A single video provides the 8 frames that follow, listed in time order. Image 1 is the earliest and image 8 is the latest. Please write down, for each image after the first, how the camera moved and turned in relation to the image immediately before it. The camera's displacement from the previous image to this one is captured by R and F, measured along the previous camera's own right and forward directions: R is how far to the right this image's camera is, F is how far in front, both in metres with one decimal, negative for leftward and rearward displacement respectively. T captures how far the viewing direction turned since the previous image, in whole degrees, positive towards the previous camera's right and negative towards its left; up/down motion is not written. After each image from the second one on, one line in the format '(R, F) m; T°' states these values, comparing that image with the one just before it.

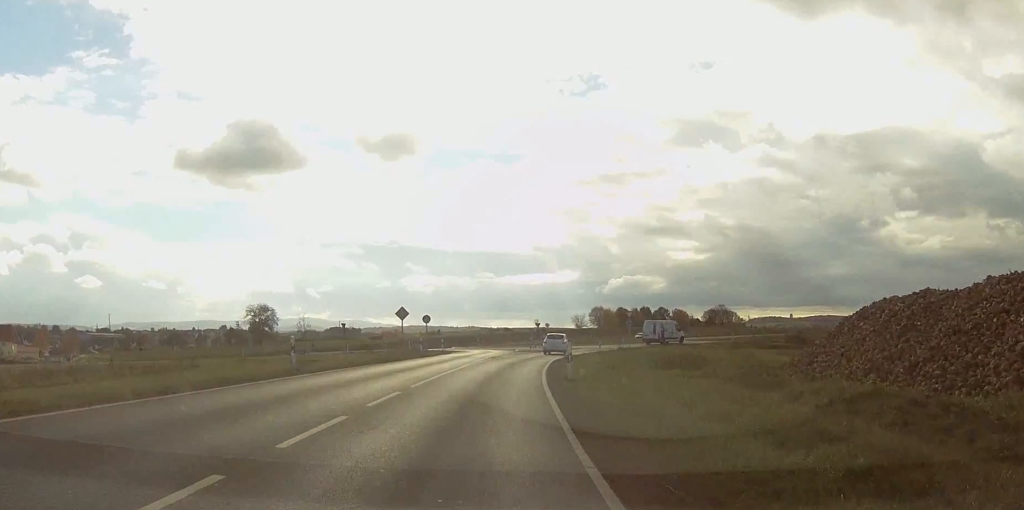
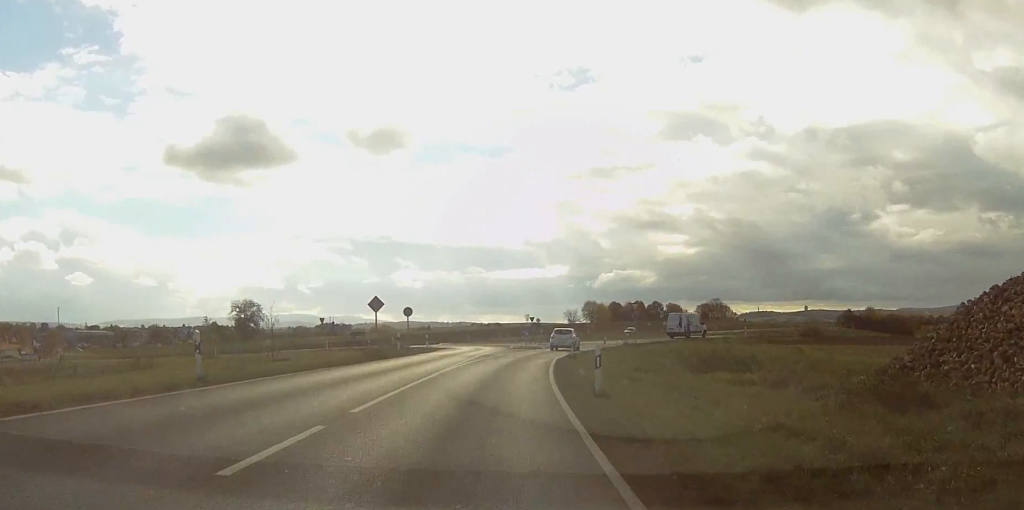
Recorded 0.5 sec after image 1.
(0.0, +8.4) m; 0°
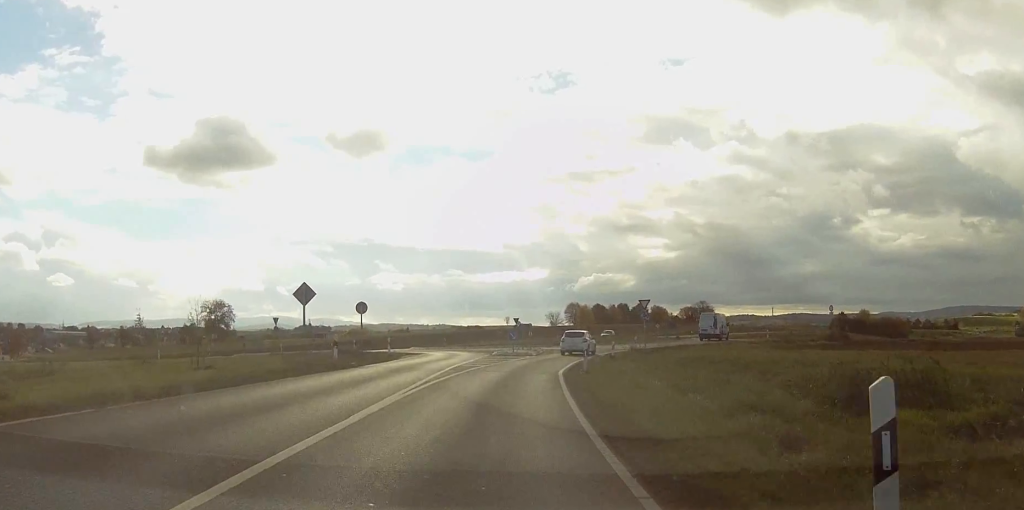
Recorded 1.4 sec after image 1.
(+0.2, +13.4) m; +2°
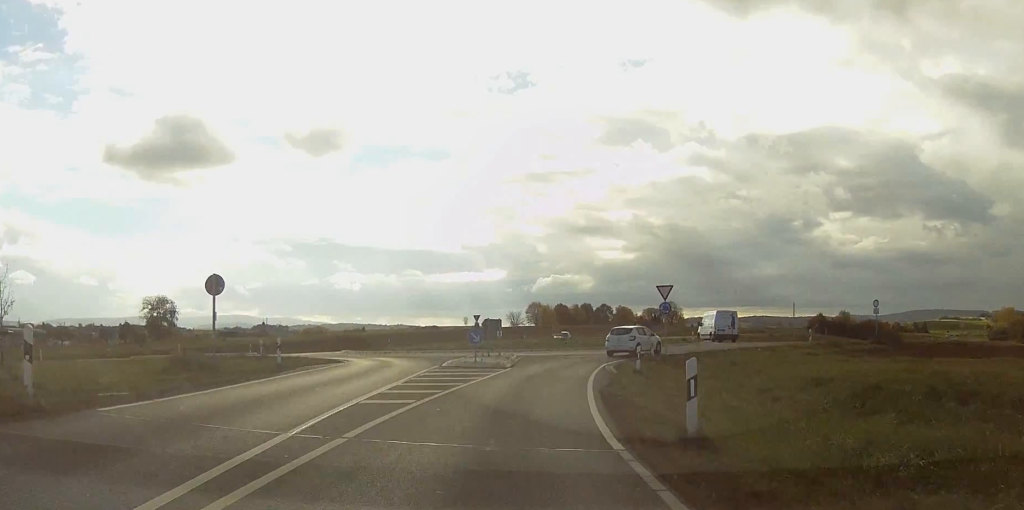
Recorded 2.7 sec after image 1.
(+0.7, +19.2) m; +2°
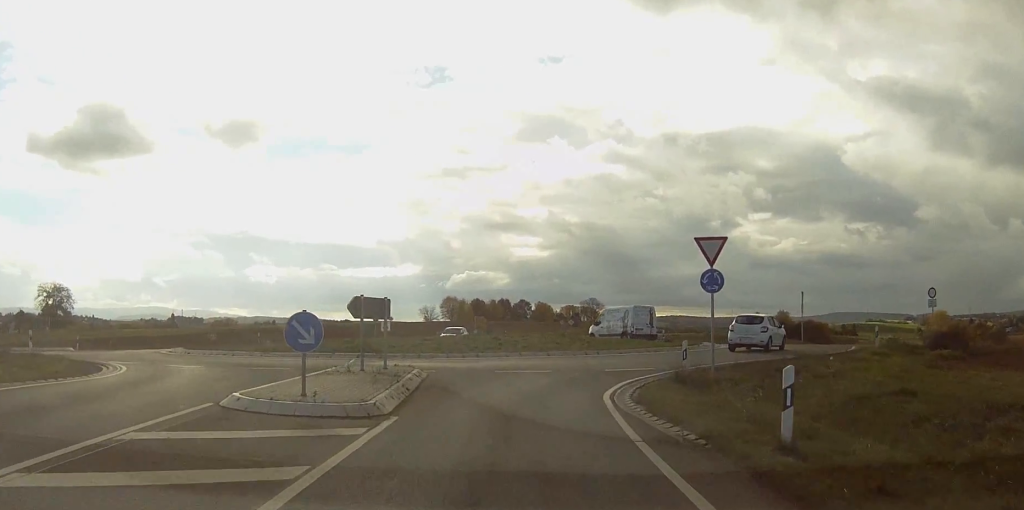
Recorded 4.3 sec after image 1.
(+0.3, +20.8) m; +4°
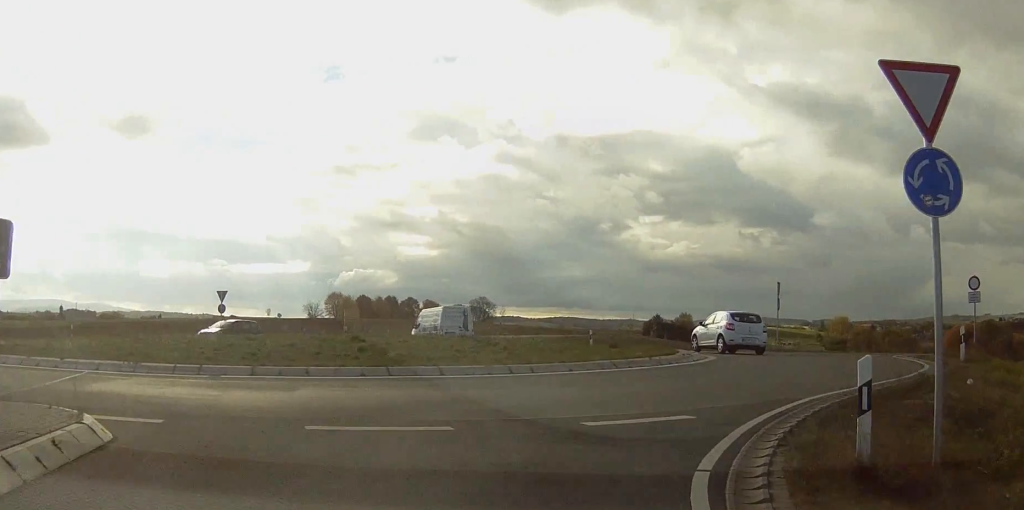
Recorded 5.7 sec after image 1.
(+0.5, +16.0) m; +6°
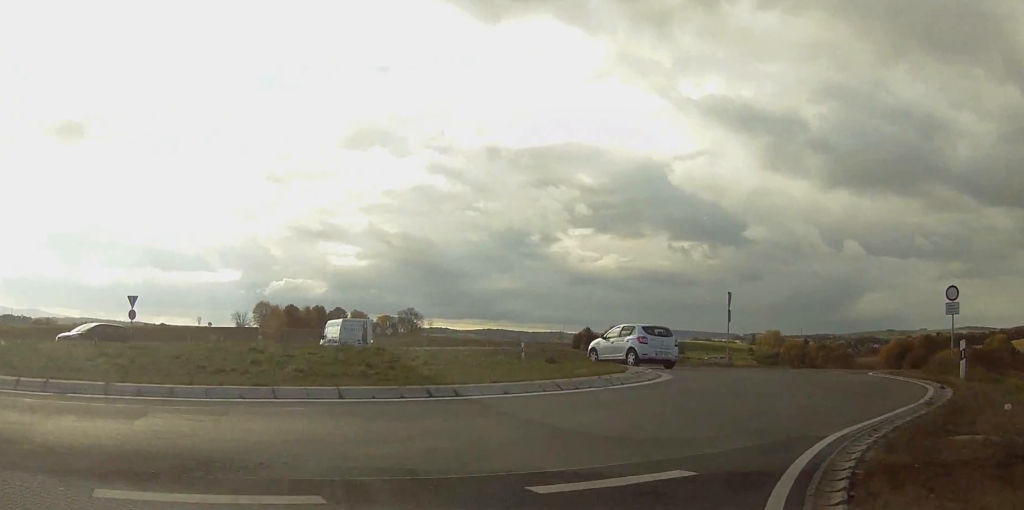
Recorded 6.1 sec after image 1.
(+0.3, +4.2) m; +5°
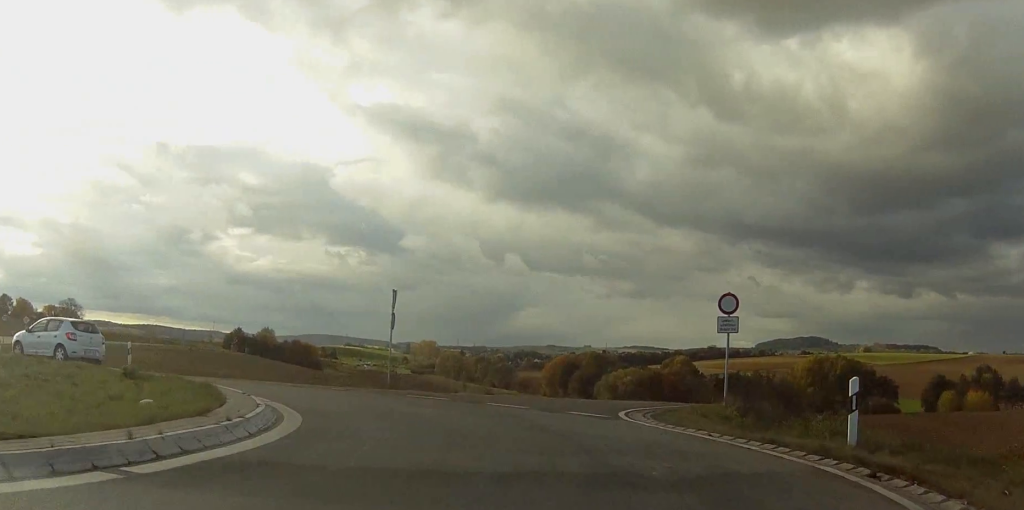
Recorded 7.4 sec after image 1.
(+1.8, +10.9) m; +17°
